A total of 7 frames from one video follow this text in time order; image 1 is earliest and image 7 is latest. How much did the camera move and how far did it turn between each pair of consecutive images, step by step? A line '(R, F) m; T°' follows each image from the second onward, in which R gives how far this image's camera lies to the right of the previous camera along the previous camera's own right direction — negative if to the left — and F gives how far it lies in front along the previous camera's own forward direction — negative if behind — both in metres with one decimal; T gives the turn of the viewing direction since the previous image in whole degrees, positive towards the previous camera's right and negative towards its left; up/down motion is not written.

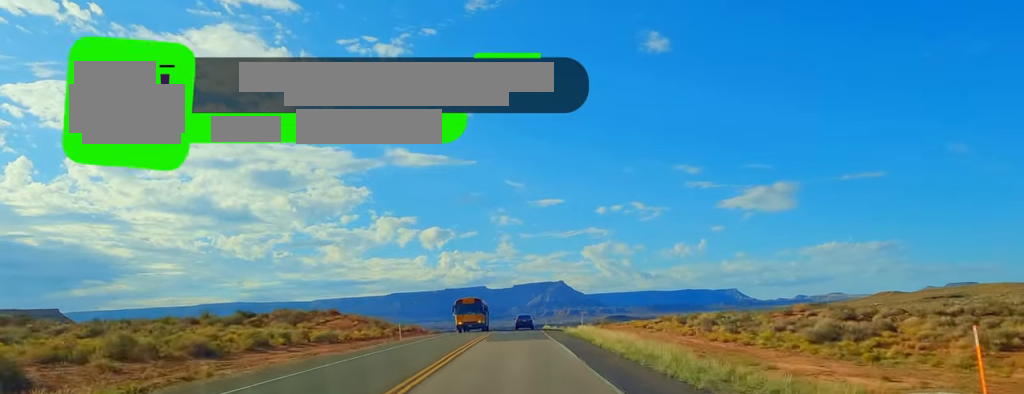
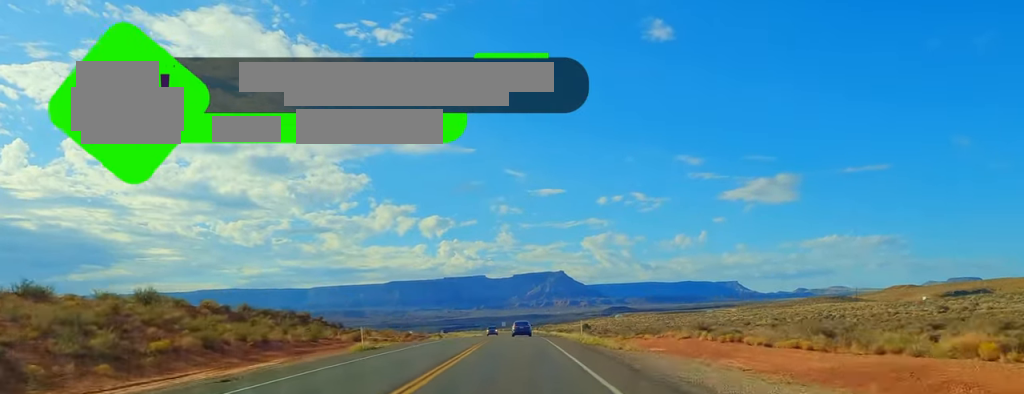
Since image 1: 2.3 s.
(-0.1, +63.1) m; 0°
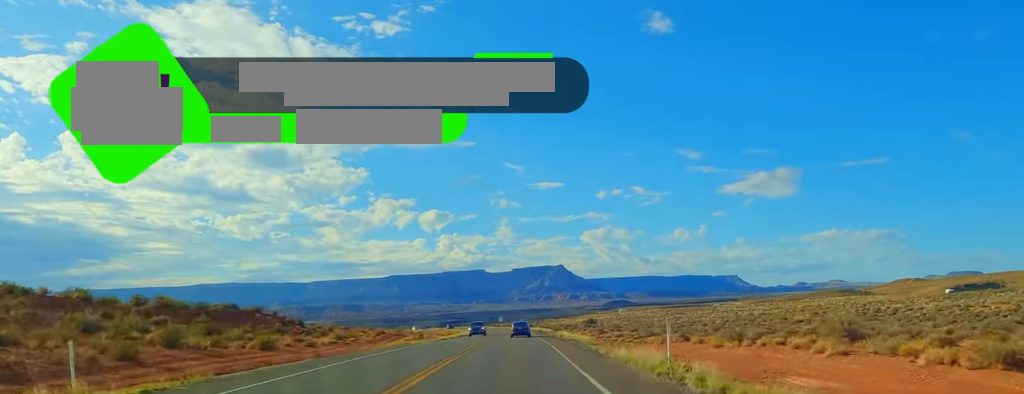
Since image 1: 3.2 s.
(+0.2, +25.9) m; 0°
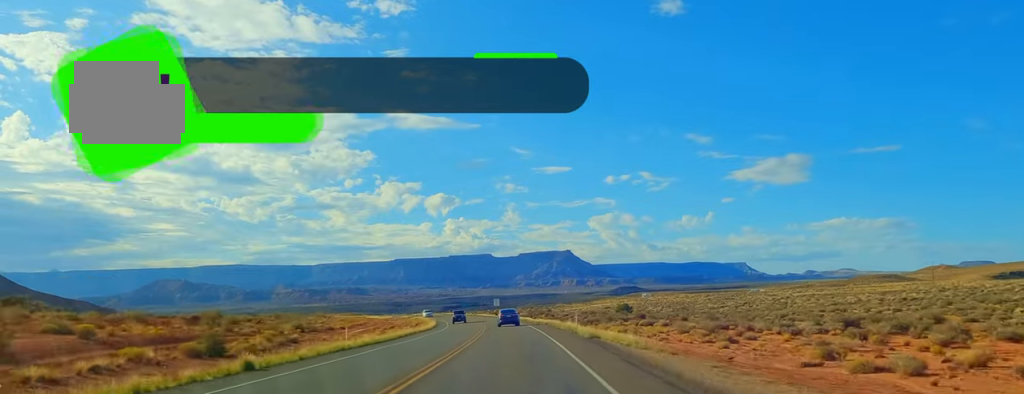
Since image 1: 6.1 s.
(-1.4, +79.6) m; -3°
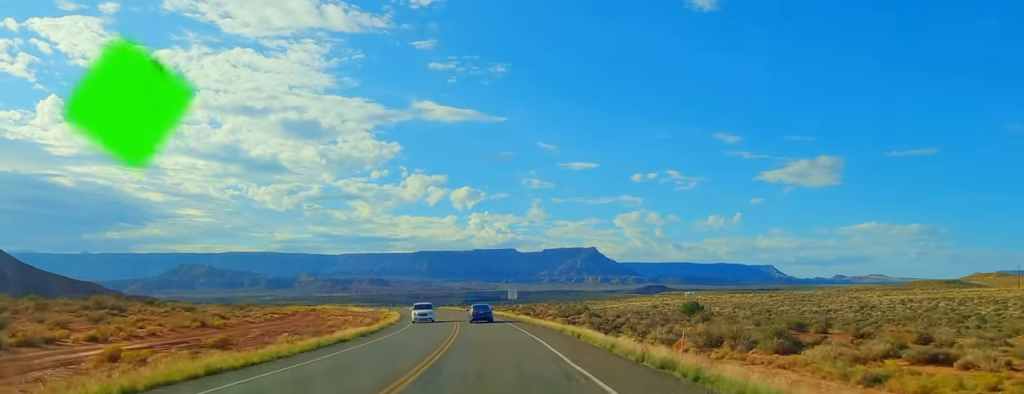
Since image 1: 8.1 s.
(-1.2, +55.6) m; -3°
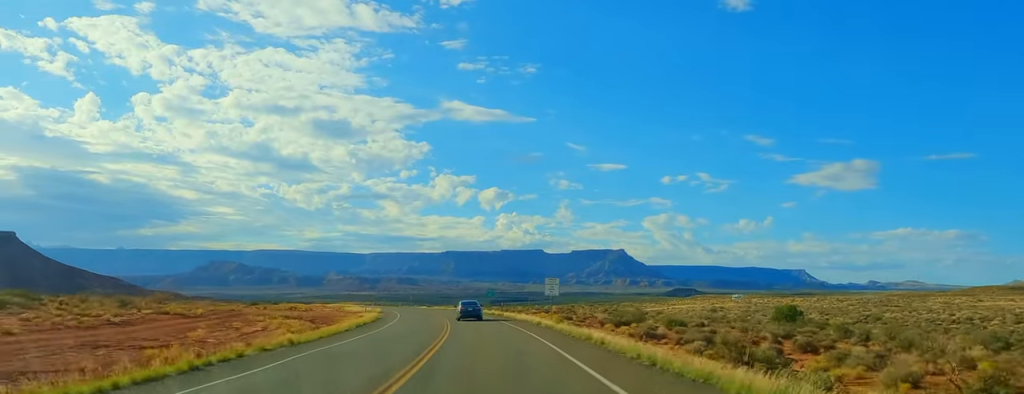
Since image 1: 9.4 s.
(0.0, +34.6) m; -3°
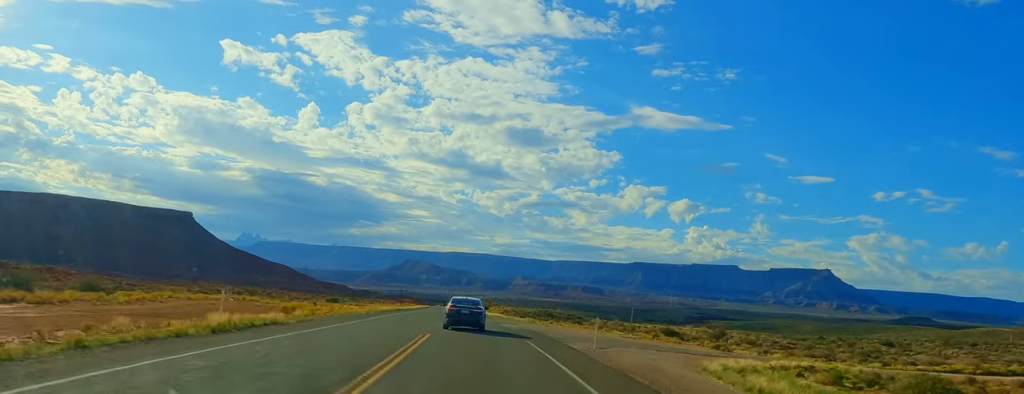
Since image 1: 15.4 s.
(-23.1, +157.8) m; -14°
